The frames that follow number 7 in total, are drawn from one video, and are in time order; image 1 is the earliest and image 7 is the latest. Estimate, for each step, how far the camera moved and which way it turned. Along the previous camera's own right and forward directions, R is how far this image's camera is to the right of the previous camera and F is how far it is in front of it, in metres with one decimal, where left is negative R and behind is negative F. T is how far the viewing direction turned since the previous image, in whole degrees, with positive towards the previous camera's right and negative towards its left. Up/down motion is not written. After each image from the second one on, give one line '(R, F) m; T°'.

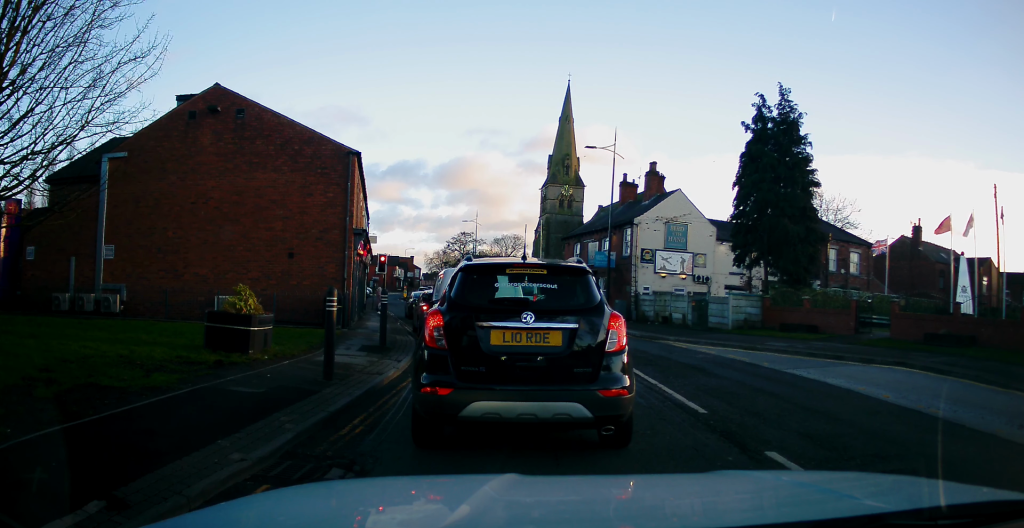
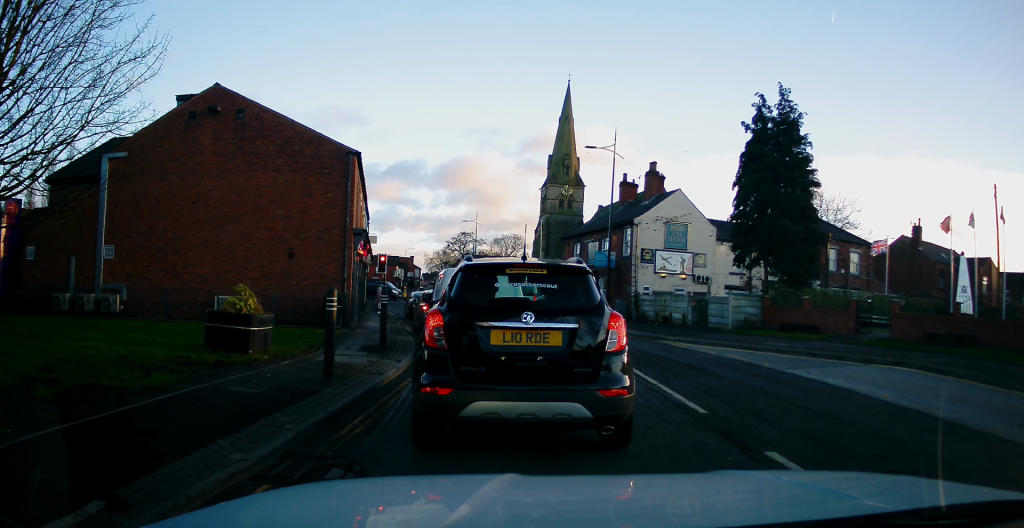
(0.0, 0.0) m; 0°
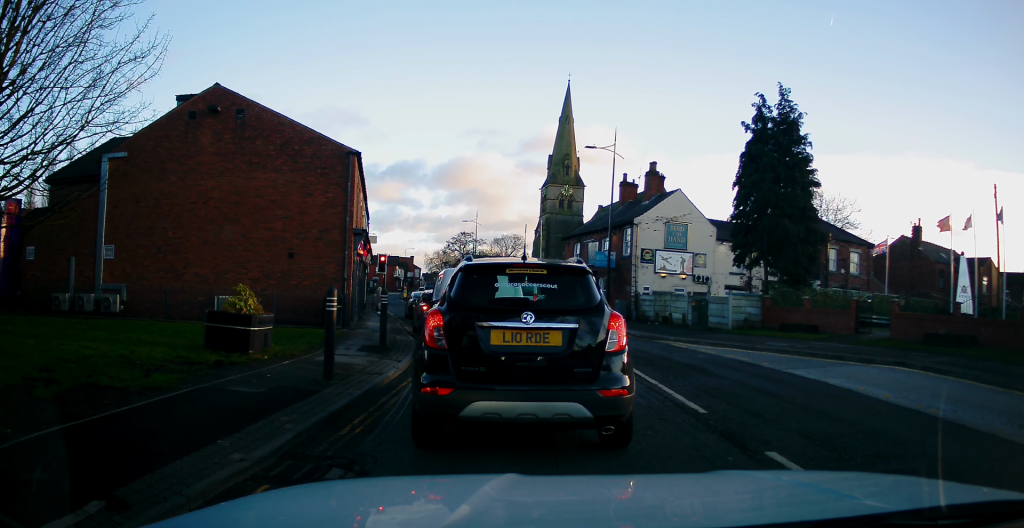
(0.0, 0.0) m; 0°
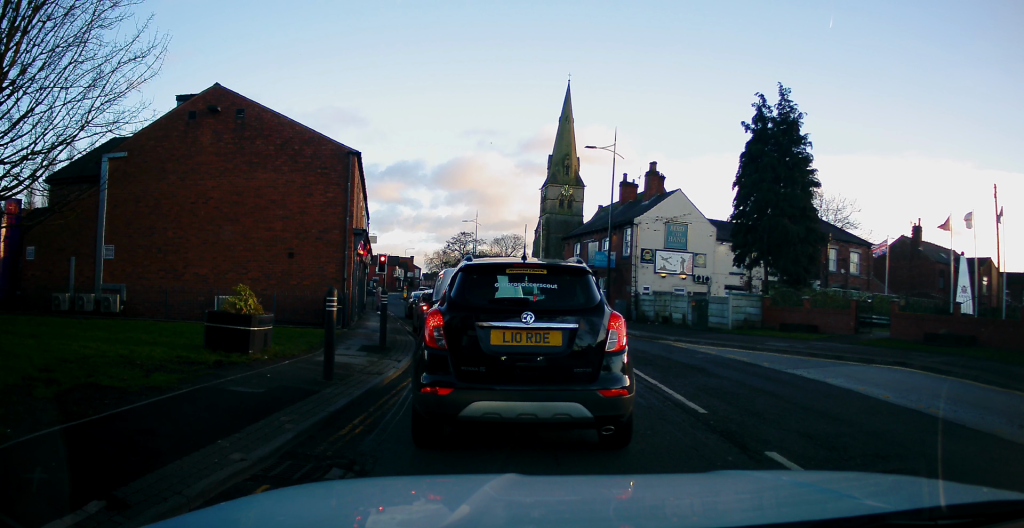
(0.0, 0.0) m; 0°
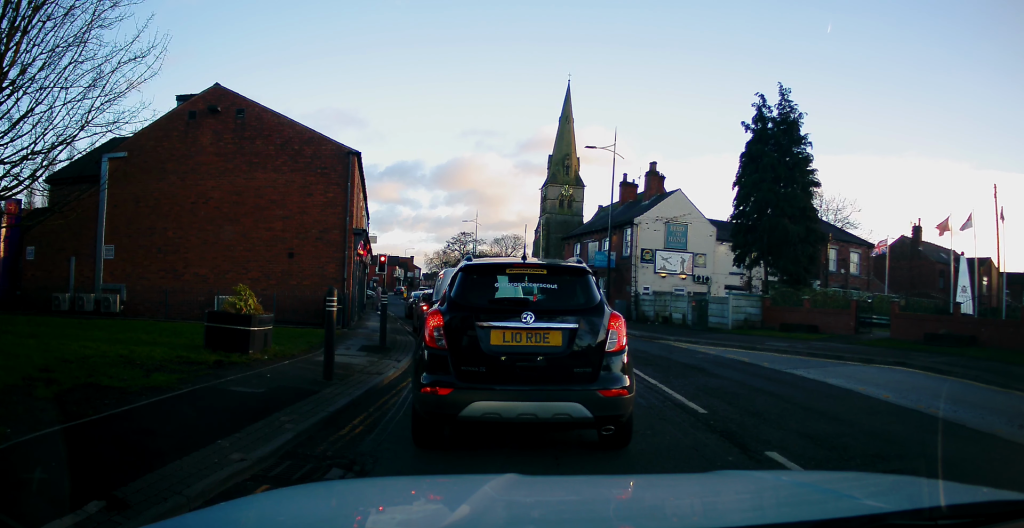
(0.0, 0.0) m; 0°
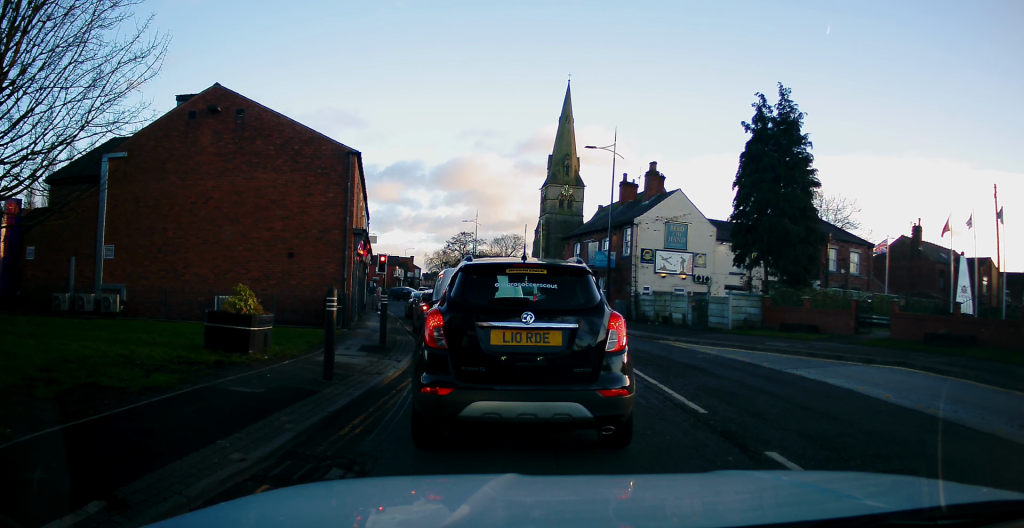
(0.0, 0.0) m; 0°
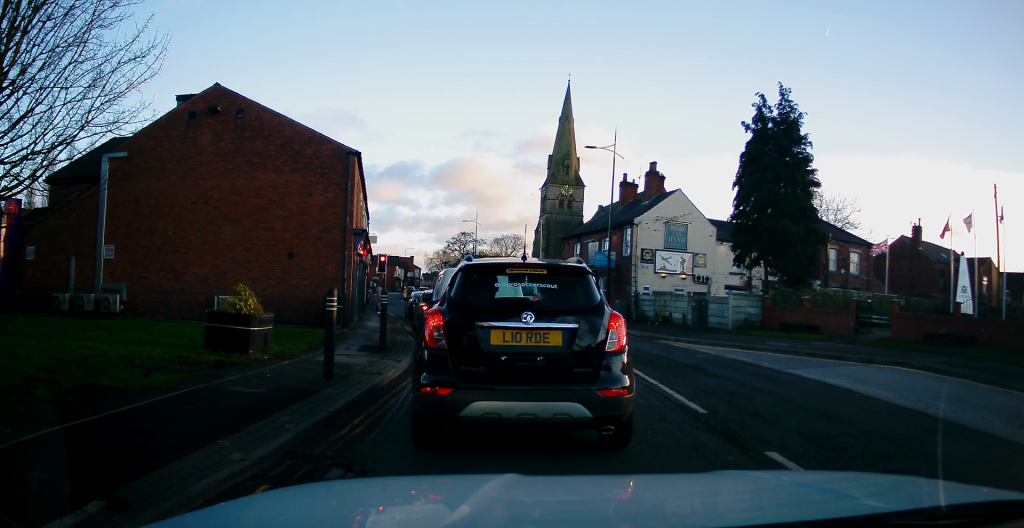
(0.0, 0.0) m; 0°
